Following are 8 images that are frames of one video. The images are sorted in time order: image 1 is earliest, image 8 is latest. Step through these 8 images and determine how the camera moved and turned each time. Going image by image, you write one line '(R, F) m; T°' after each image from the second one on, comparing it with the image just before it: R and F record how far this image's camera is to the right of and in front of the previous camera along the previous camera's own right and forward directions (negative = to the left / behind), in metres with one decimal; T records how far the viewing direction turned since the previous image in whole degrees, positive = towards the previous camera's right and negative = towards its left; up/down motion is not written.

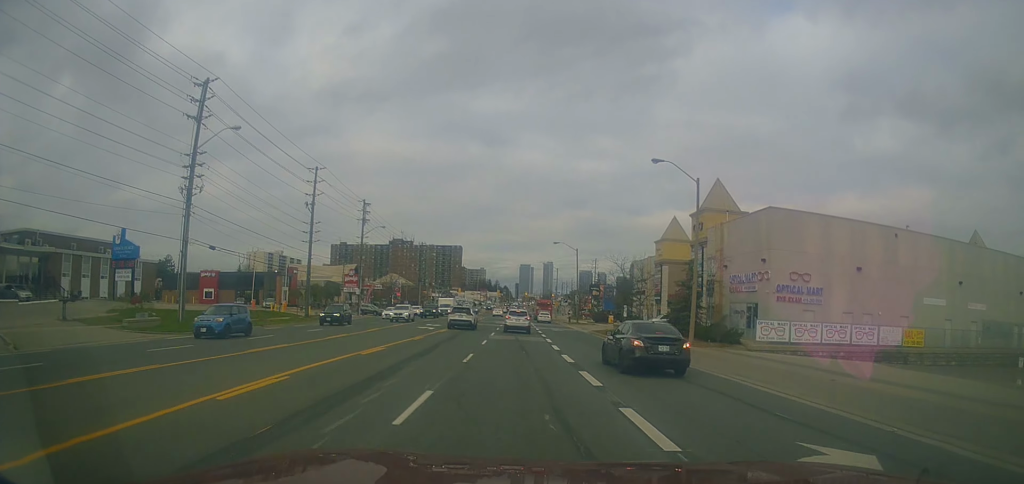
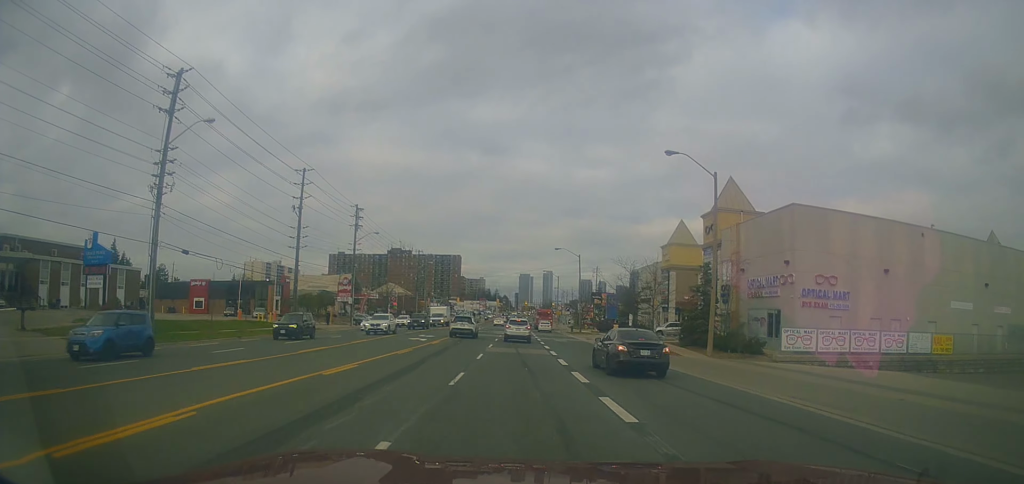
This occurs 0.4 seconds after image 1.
(-0.1, +3.3) m; 0°
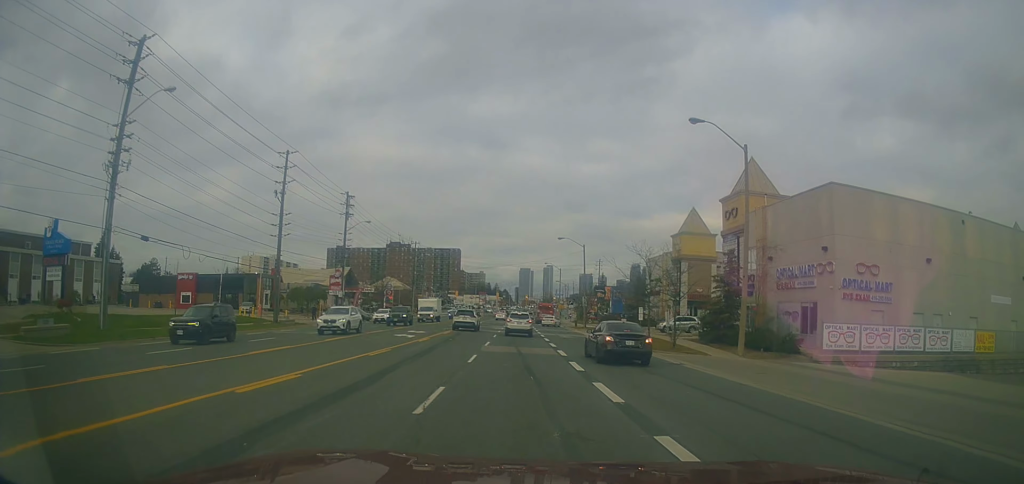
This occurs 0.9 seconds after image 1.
(+0.1, +4.5) m; +2°
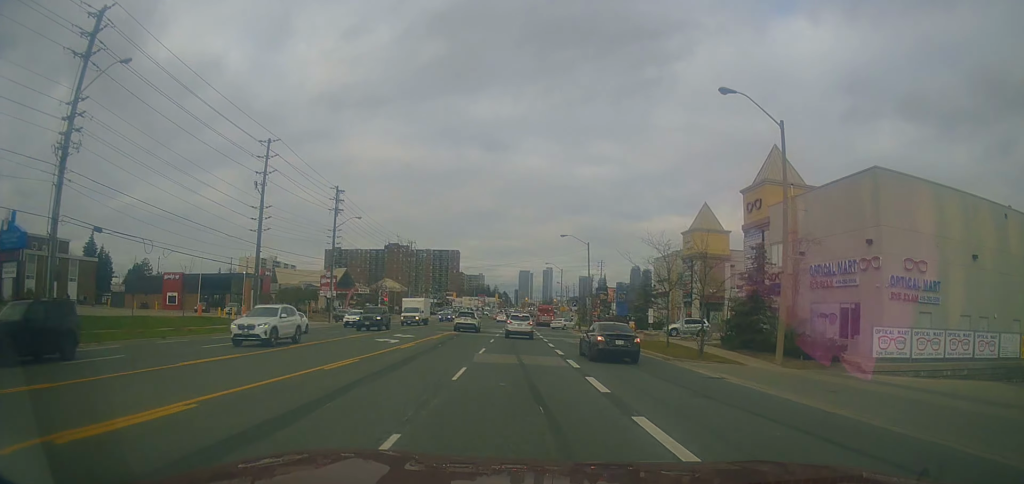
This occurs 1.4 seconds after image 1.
(-0.1, +4.2) m; +2°
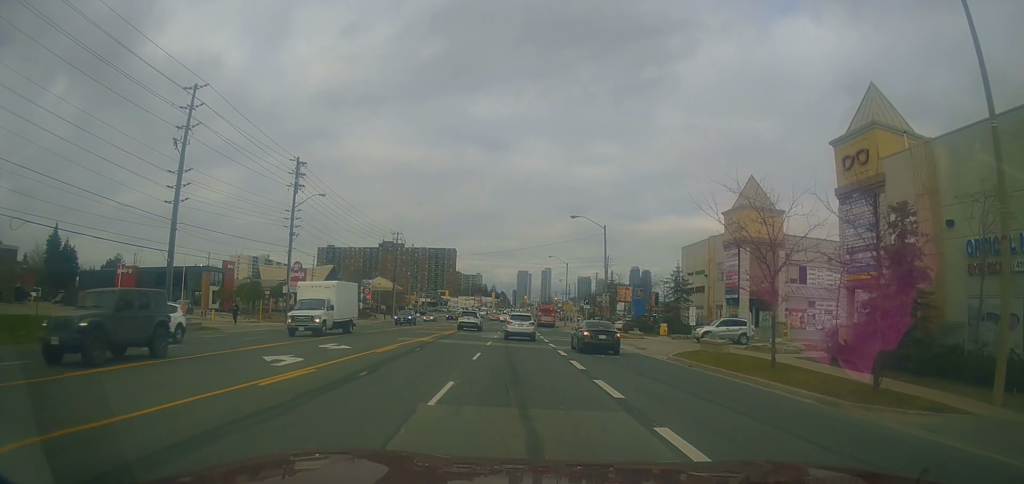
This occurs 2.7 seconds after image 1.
(+0.3, +13.0) m; -1°
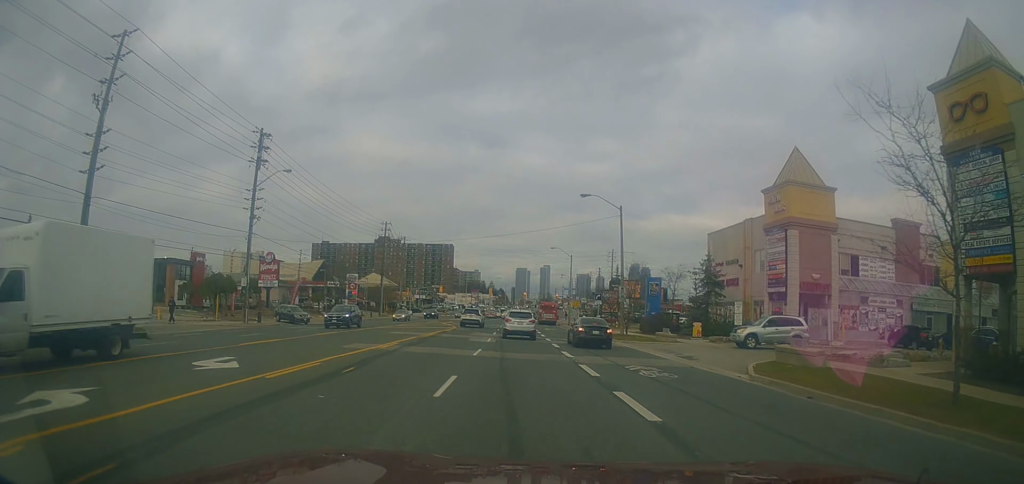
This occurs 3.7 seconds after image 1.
(-0.2, +9.0) m; -1°
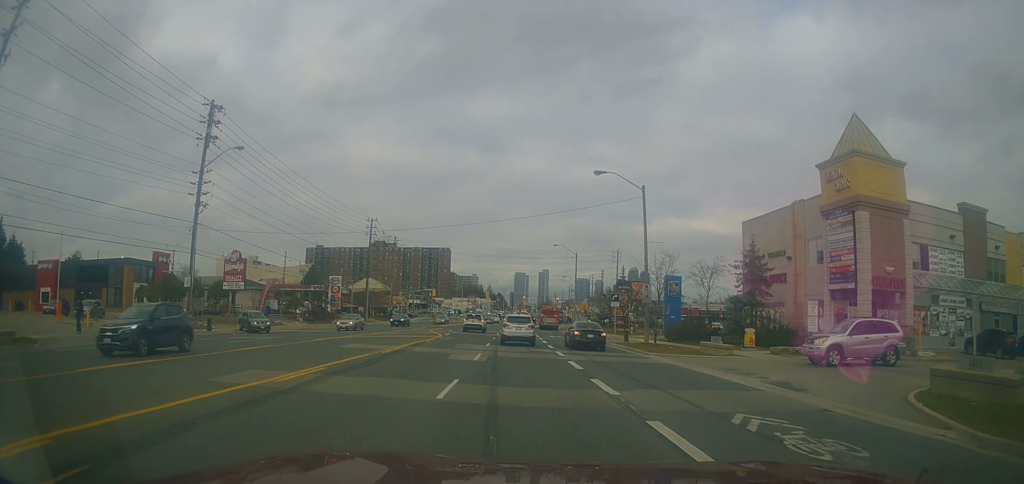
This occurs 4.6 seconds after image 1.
(+0.1, +9.2) m; 0°
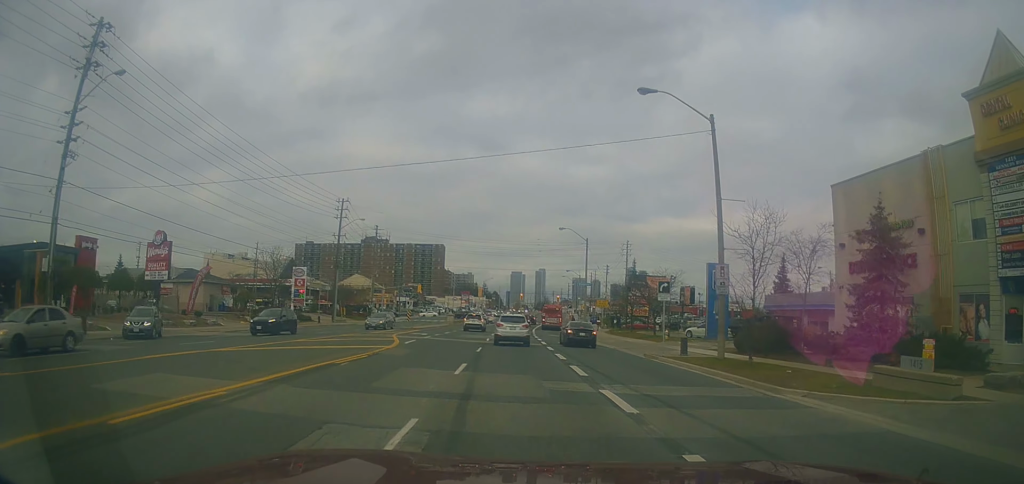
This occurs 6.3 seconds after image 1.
(+0.4, +14.9) m; 0°
